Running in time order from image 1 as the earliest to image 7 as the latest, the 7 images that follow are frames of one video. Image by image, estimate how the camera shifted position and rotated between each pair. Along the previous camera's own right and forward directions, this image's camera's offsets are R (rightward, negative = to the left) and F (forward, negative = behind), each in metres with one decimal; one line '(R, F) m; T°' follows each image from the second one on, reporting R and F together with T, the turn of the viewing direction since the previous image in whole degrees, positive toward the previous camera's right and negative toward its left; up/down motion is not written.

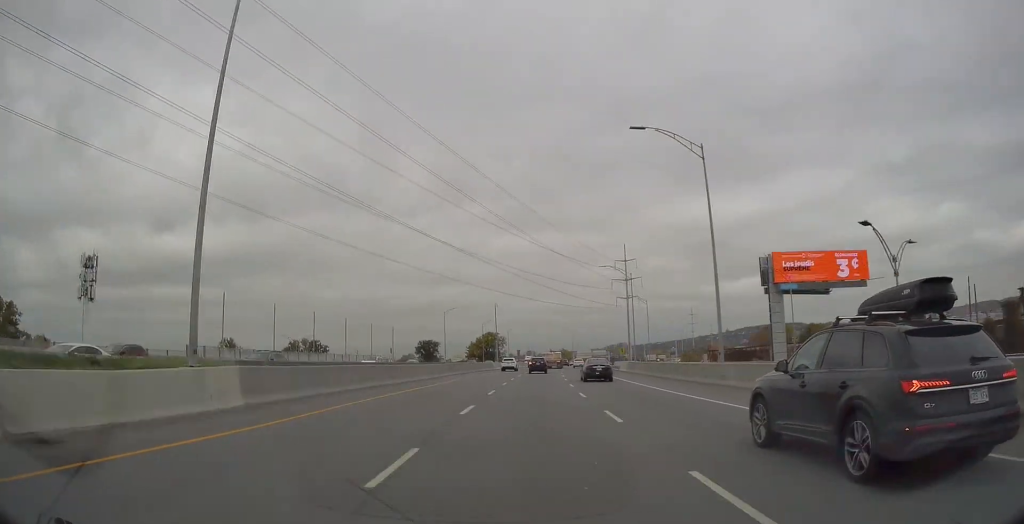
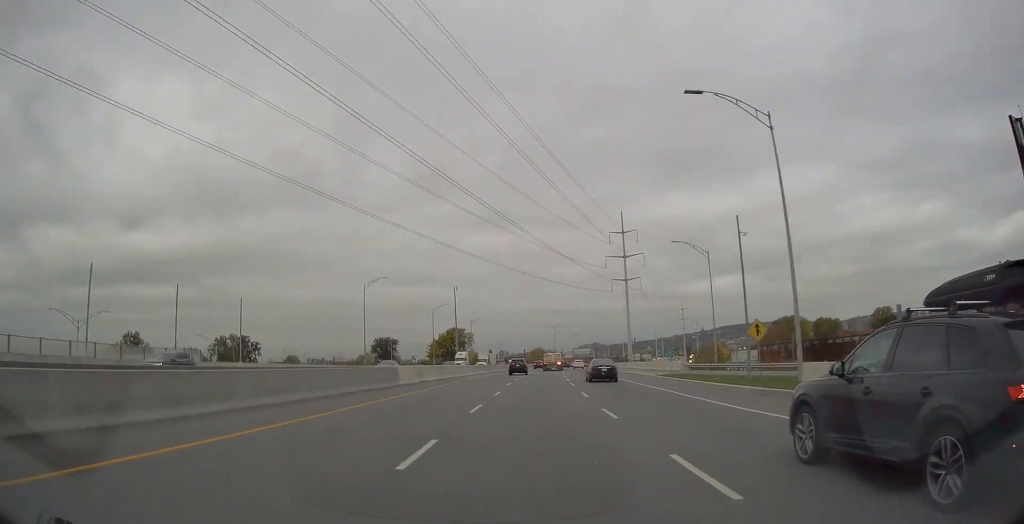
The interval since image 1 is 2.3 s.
(+2.2, +52.0) m; +3°
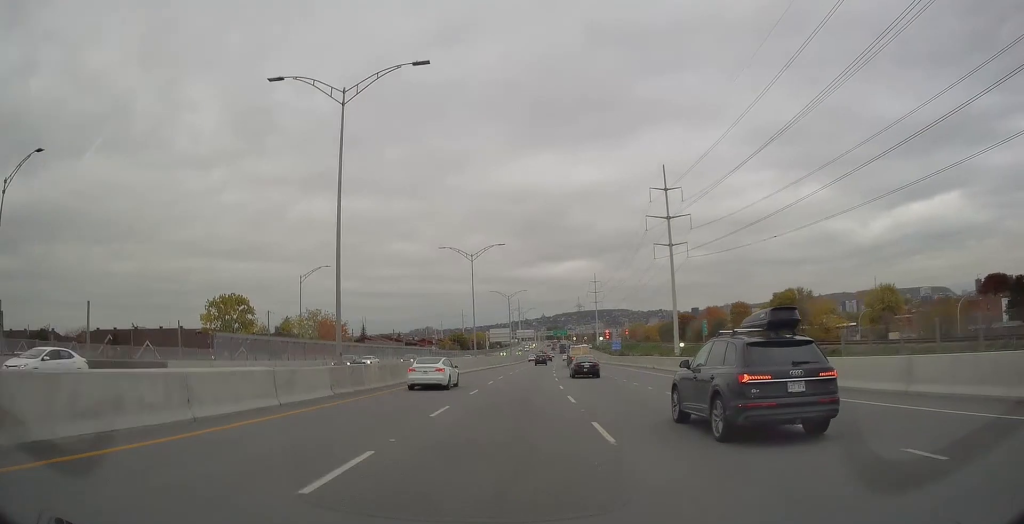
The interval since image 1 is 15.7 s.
(+44.1, +305.2) m; +15°
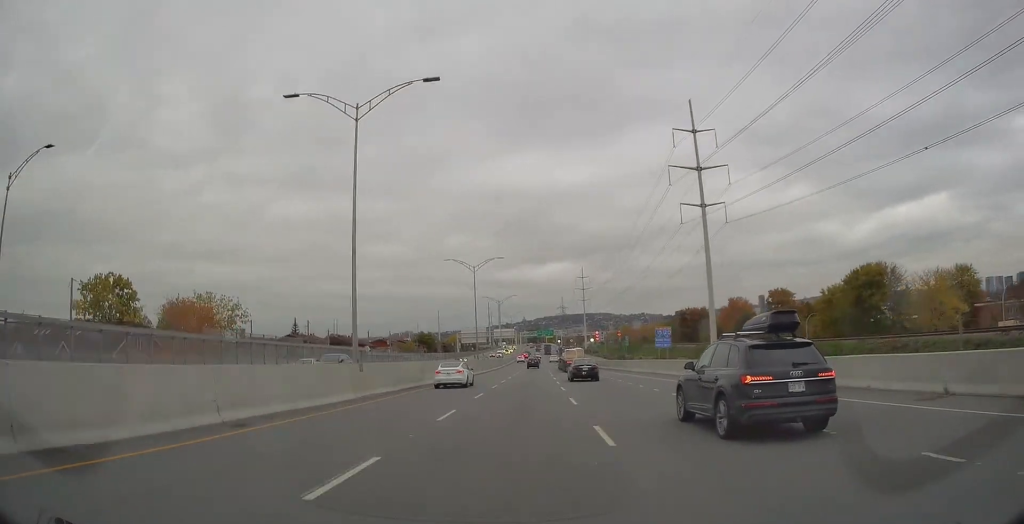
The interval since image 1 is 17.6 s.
(+0.7, +42.9) m; +1°
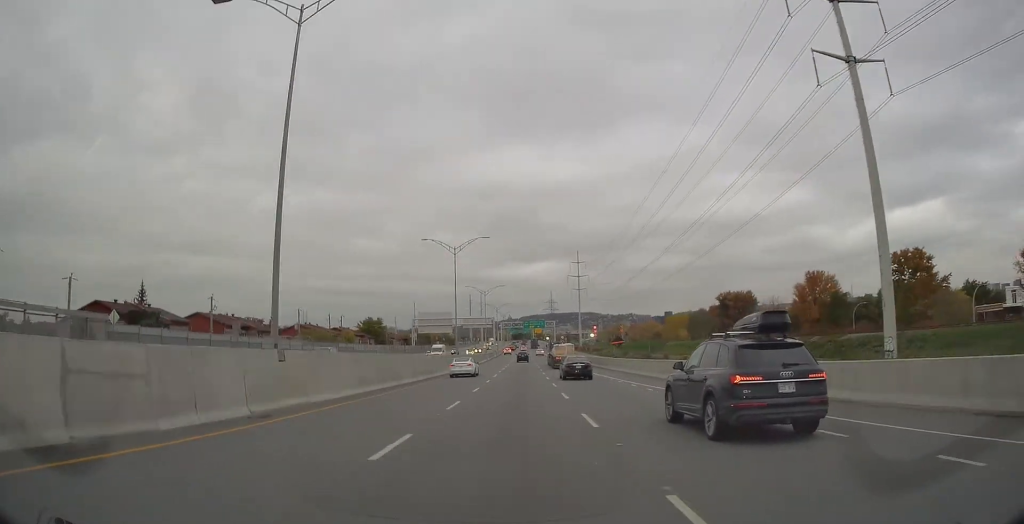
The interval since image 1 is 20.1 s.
(+1.1, +57.9) m; +1°
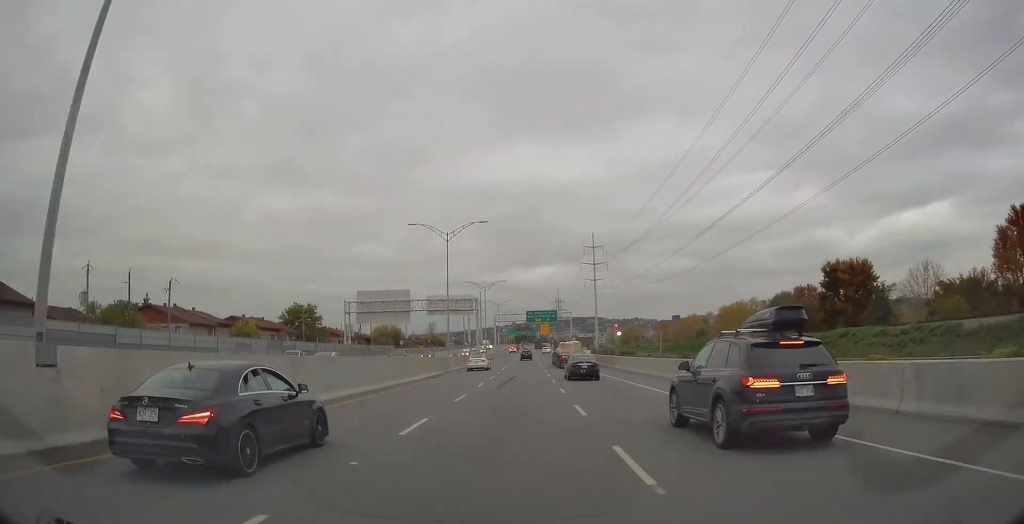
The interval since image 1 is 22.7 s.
(+0.2, +57.1) m; 0°
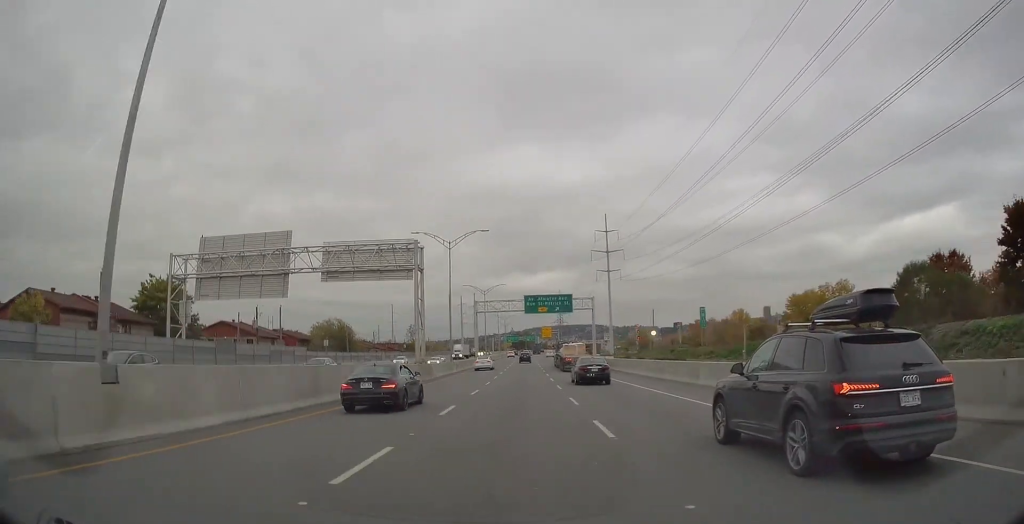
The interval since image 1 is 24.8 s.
(0.0, +47.9) m; 0°
